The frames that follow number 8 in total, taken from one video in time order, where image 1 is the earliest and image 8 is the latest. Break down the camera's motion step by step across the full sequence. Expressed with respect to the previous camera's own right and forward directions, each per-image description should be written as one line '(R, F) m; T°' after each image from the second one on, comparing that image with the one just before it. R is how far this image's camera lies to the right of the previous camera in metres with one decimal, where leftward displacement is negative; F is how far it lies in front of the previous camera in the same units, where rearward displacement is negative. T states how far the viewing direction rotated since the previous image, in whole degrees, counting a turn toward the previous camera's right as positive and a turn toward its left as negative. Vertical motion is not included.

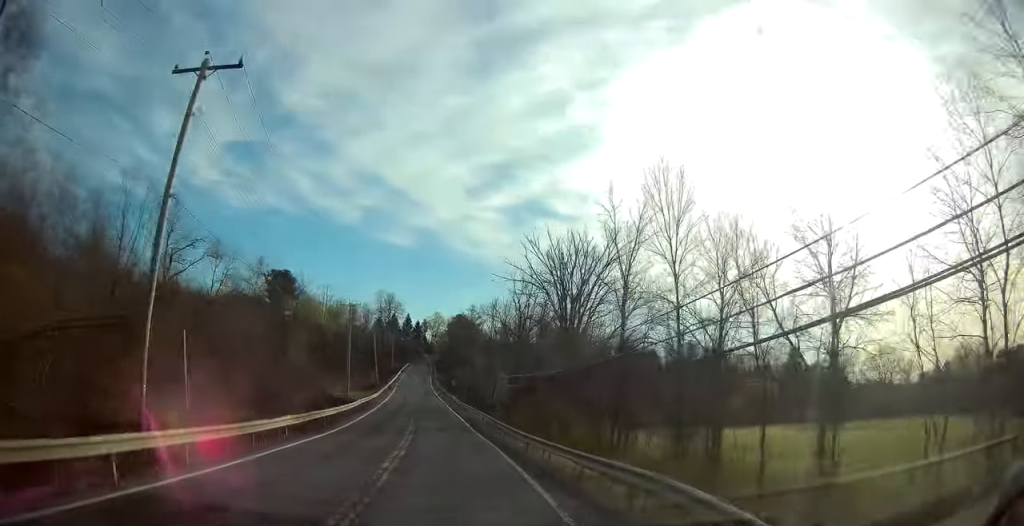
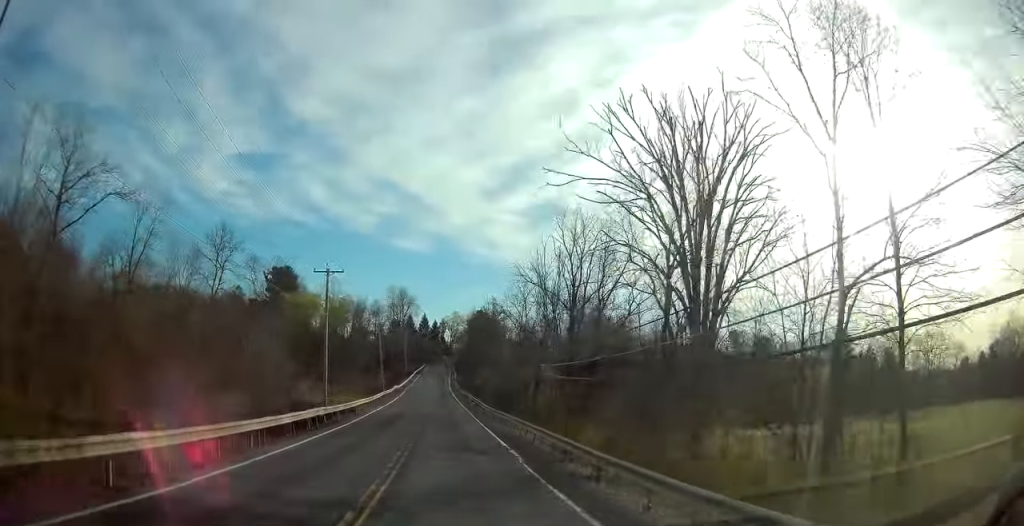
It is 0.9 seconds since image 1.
(-0.4, +19.6) m; -2°
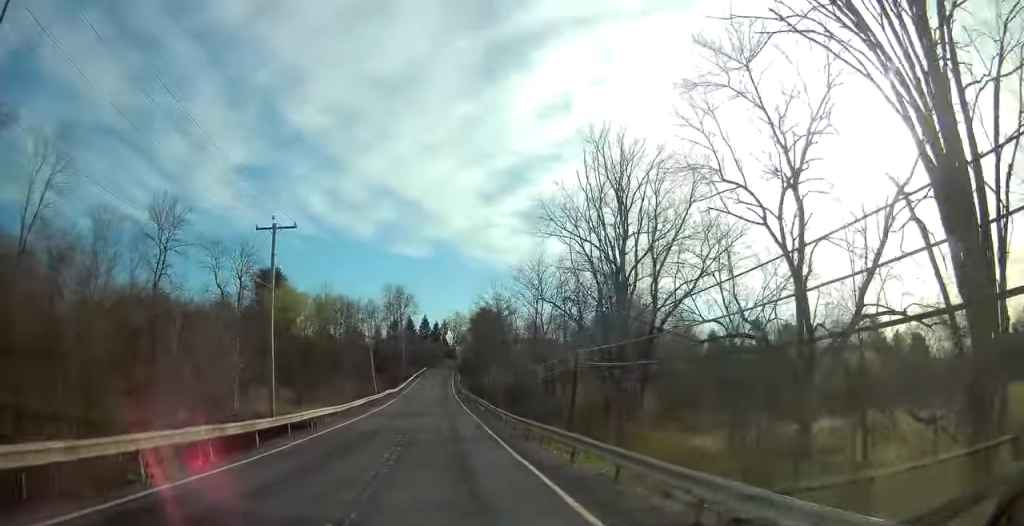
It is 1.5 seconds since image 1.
(-0.3, +13.6) m; -1°
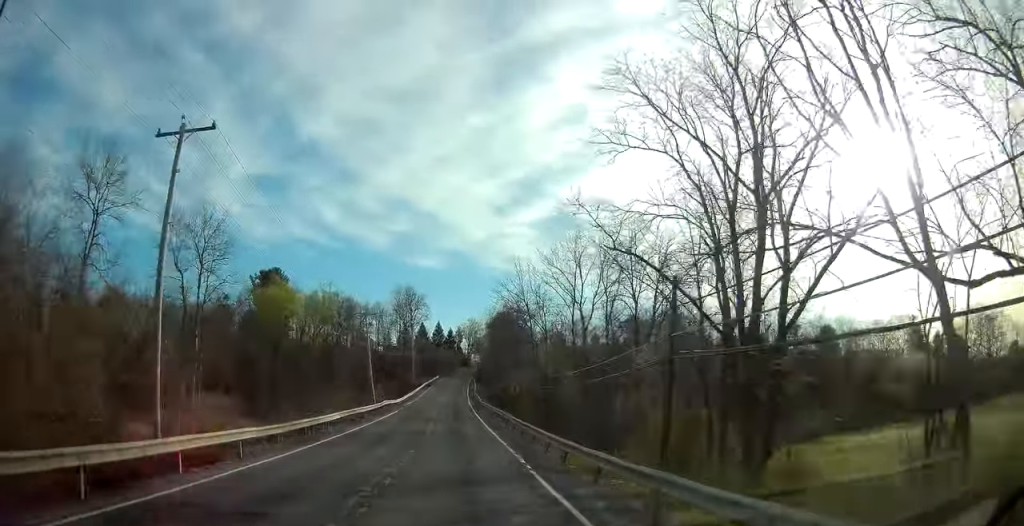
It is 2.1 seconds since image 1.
(0.0, +13.6) m; 0°
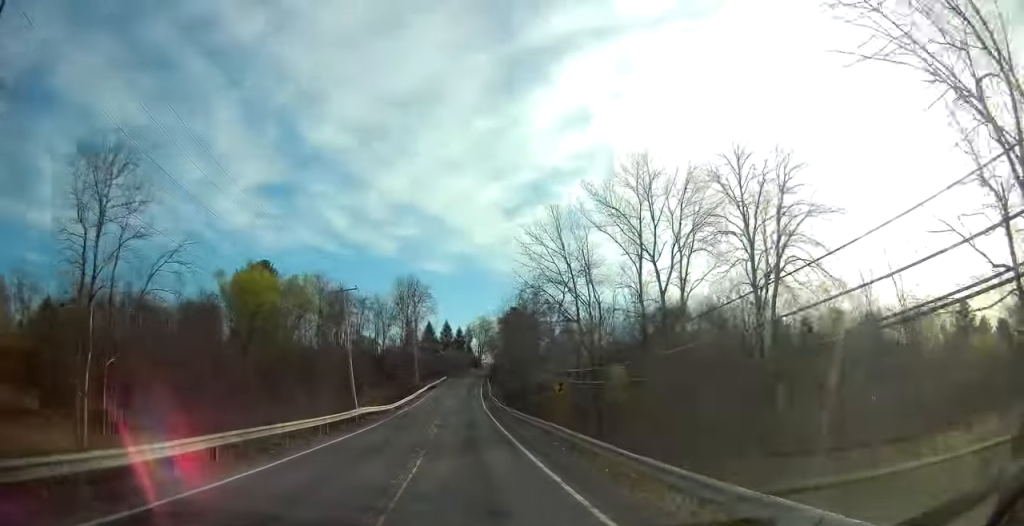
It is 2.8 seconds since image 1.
(-0.1, +17.3) m; -1°
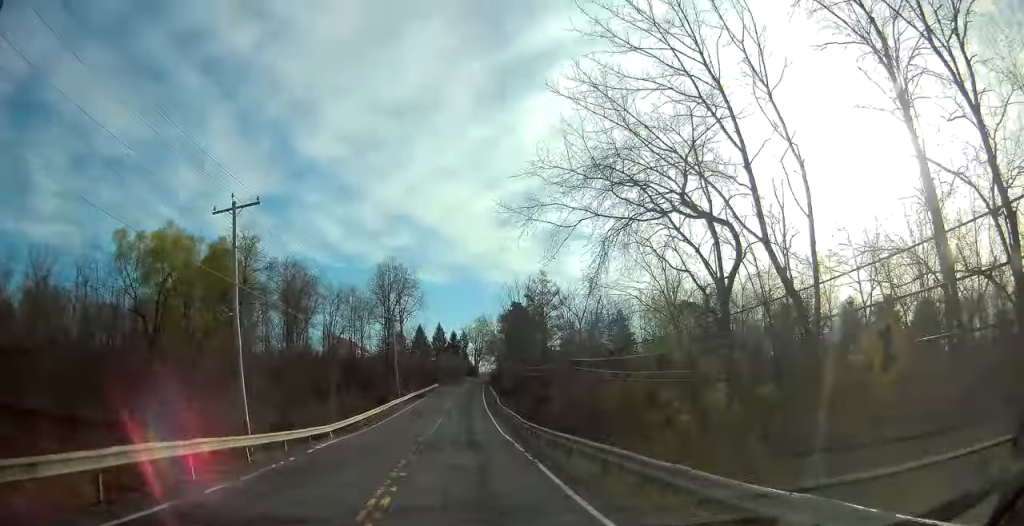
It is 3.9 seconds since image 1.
(-0.3, +24.1) m; -1°
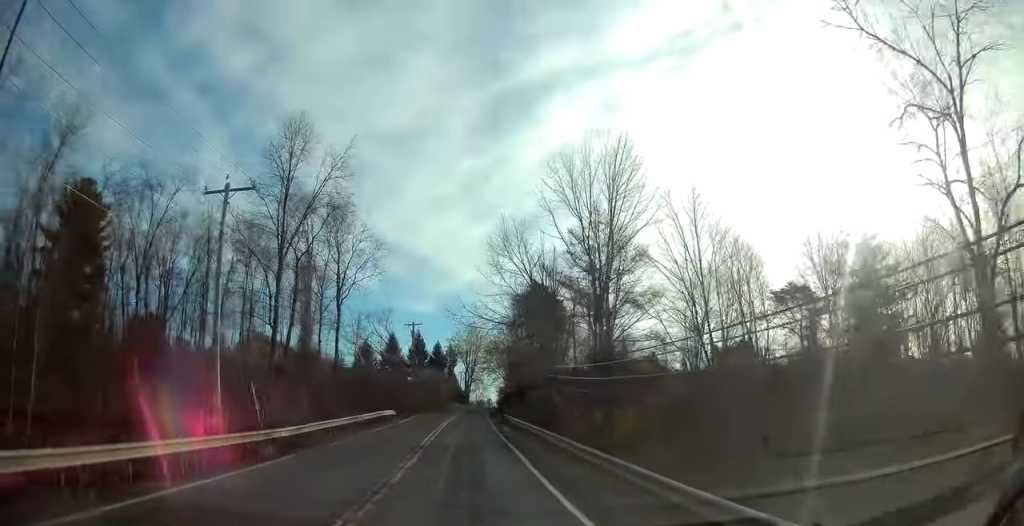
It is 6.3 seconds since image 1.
(+0.7, +54.3) m; +1°
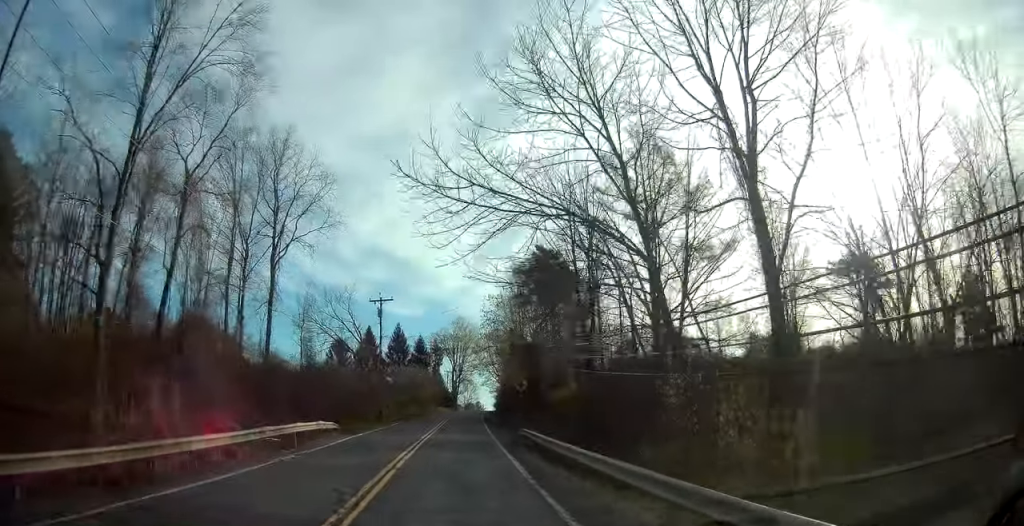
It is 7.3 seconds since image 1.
(-0.3, +20.2) m; +1°
